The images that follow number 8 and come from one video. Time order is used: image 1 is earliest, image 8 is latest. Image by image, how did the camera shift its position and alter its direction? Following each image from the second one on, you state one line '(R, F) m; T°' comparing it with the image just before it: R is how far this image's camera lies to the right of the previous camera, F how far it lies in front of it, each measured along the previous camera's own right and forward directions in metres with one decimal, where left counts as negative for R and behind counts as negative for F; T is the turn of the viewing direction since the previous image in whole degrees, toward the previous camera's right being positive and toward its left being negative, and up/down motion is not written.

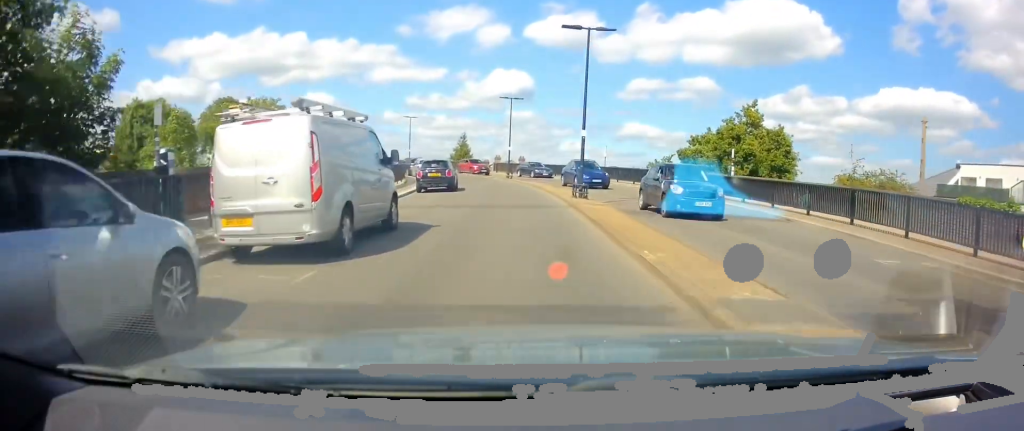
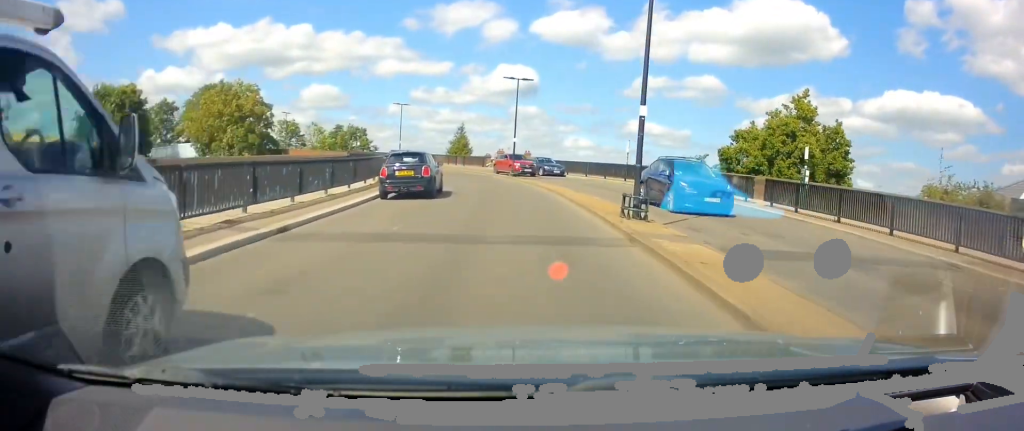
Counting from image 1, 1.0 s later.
(-0.2, +7.7) m; +1°
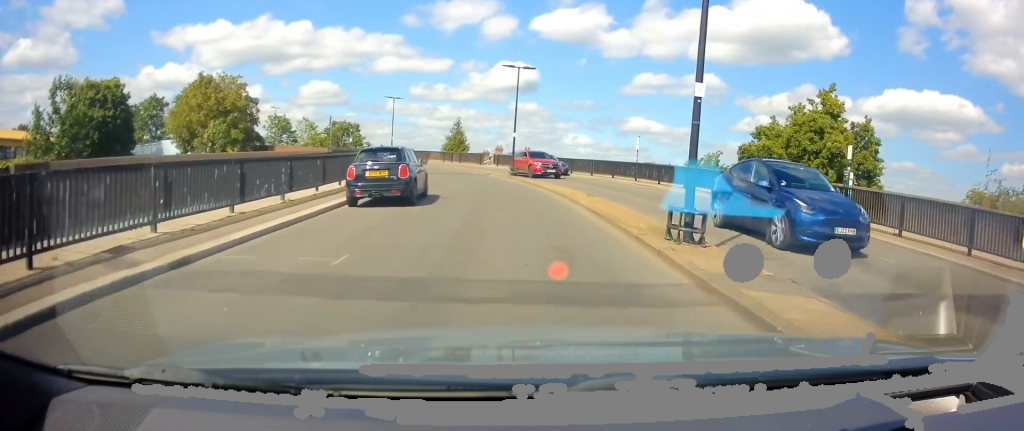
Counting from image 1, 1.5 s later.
(+0.2, +3.4) m; +1°
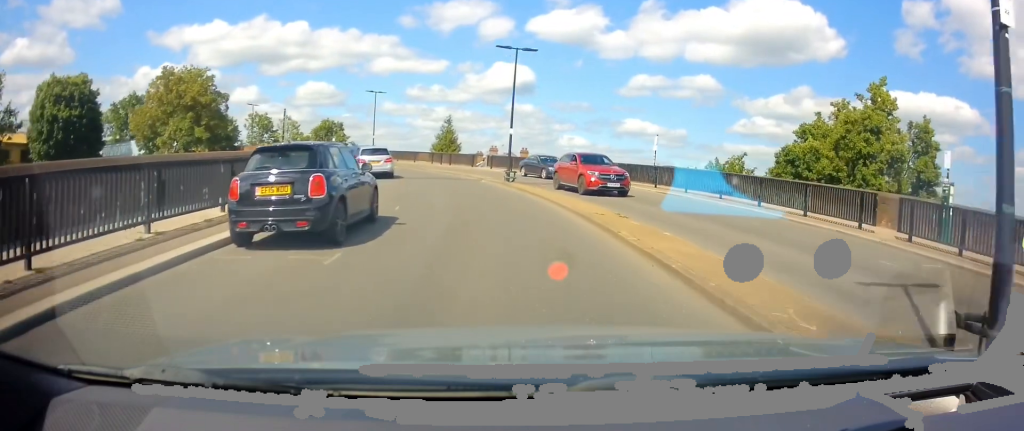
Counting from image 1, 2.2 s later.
(+0.1, +6.0) m; 0°
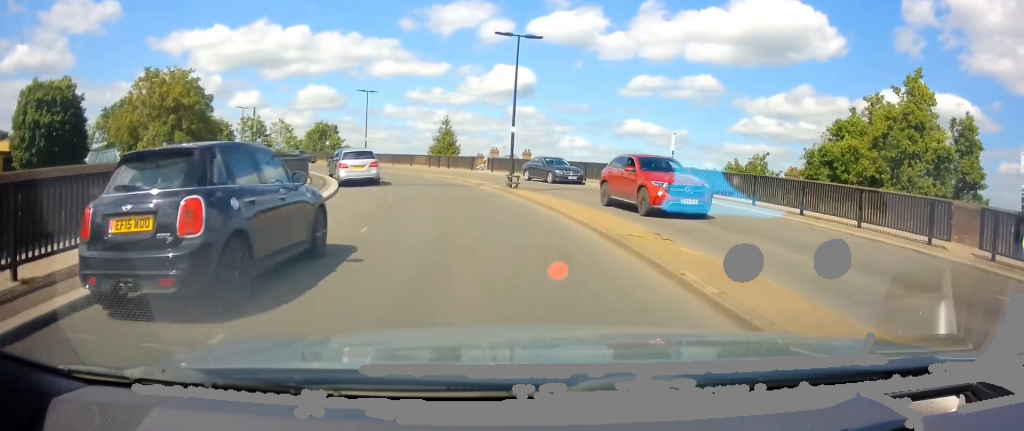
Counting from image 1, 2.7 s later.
(0.0, +3.3) m; -2°
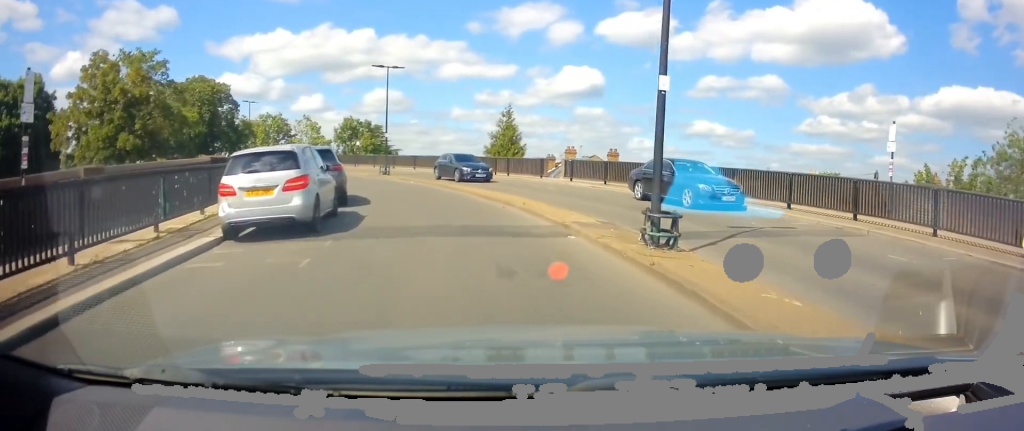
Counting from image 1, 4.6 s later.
(-0.8, +14.0) m; -5°
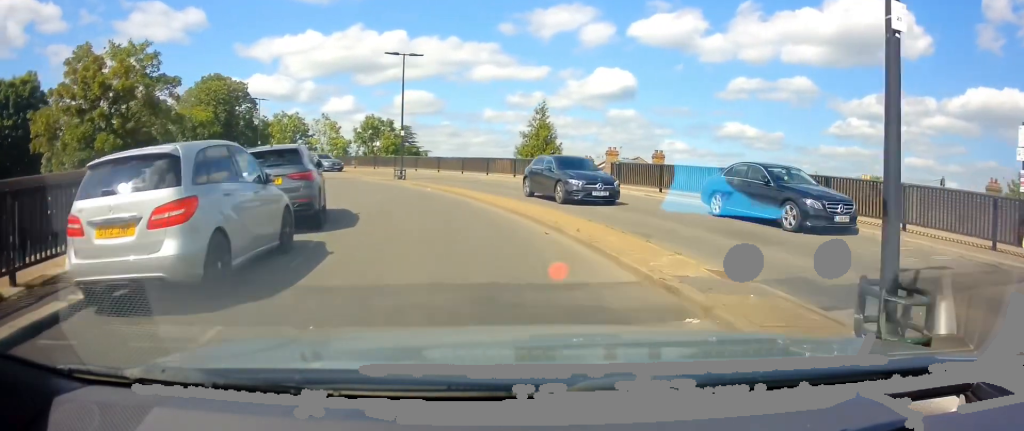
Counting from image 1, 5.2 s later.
(0.0, +4.5) m; -2°
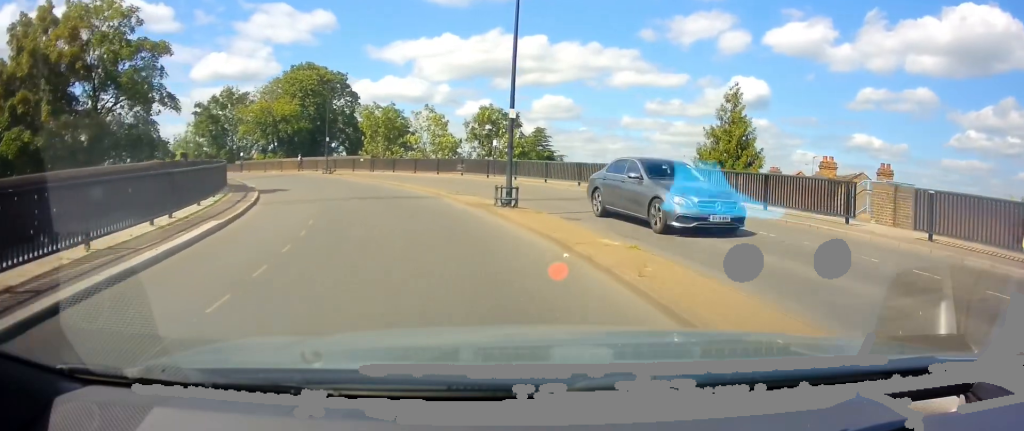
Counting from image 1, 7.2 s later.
(-1.6, +13.9) m; -15°
